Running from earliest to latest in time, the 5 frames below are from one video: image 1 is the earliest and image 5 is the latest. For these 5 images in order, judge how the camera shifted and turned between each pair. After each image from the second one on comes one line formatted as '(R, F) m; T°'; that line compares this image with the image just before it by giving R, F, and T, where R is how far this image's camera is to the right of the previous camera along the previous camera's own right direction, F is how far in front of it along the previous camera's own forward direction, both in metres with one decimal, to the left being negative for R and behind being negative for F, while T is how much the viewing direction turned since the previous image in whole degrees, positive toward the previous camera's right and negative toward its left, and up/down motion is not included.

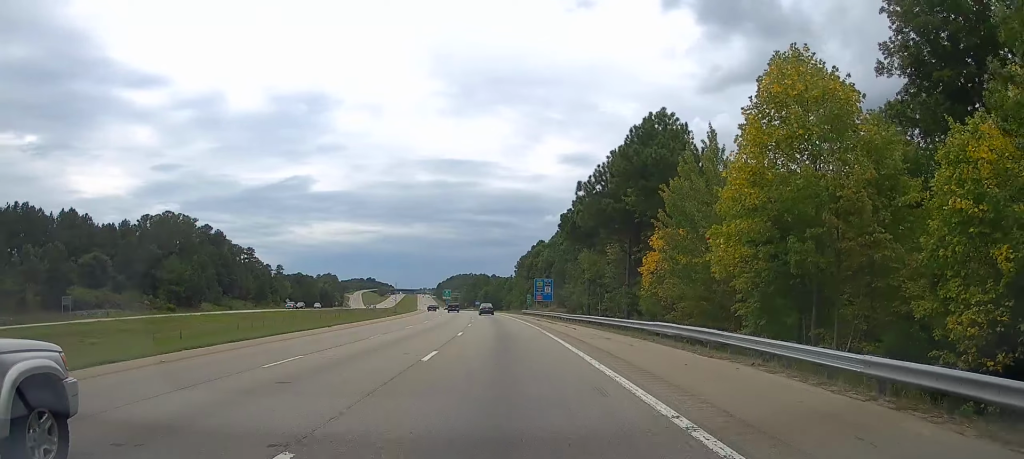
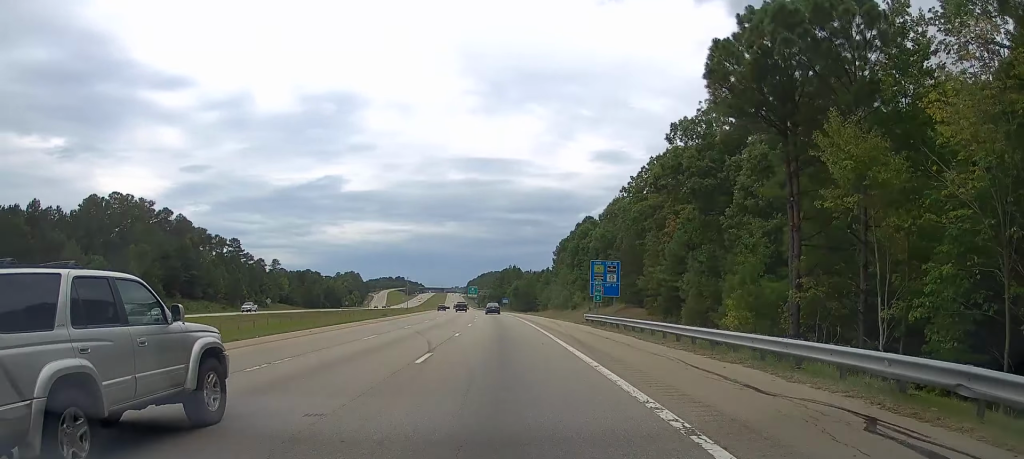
(-1.6, +49.9) m; -3°
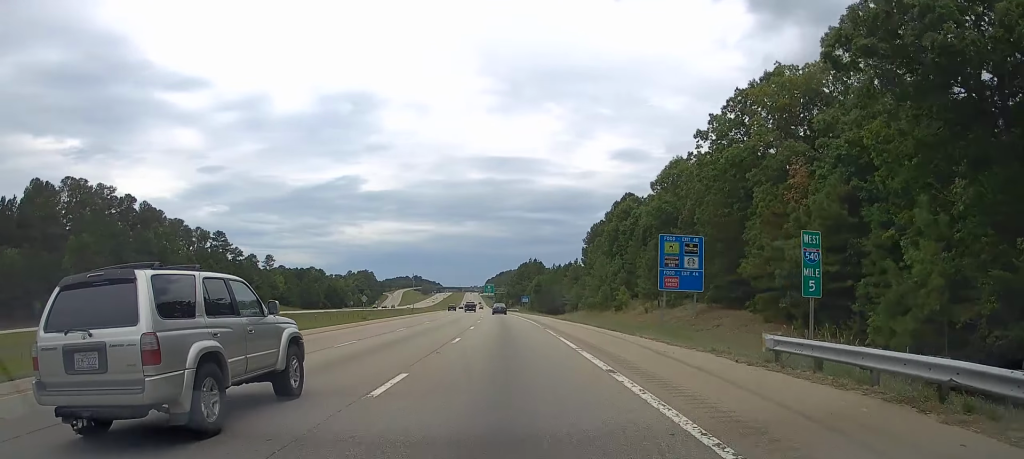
(-0.4, +29.6) m; -2°
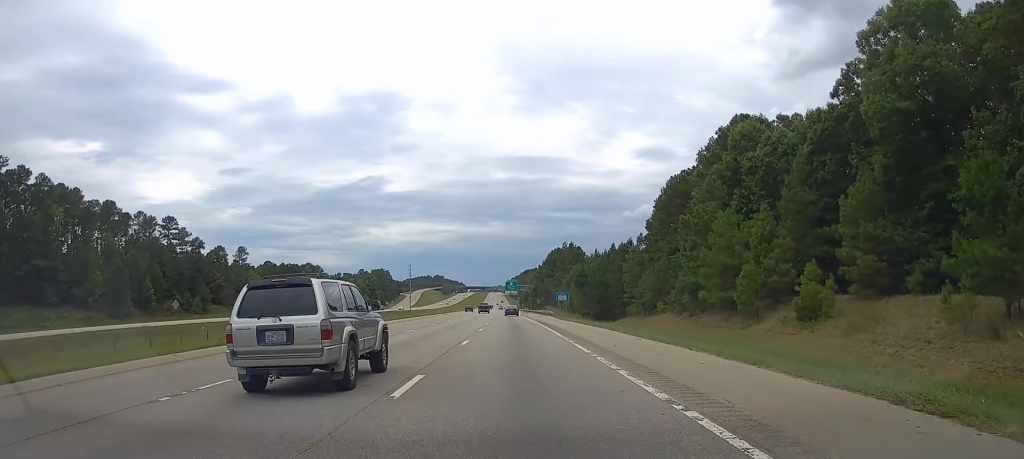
(-1.2, +49.7) m; -3°
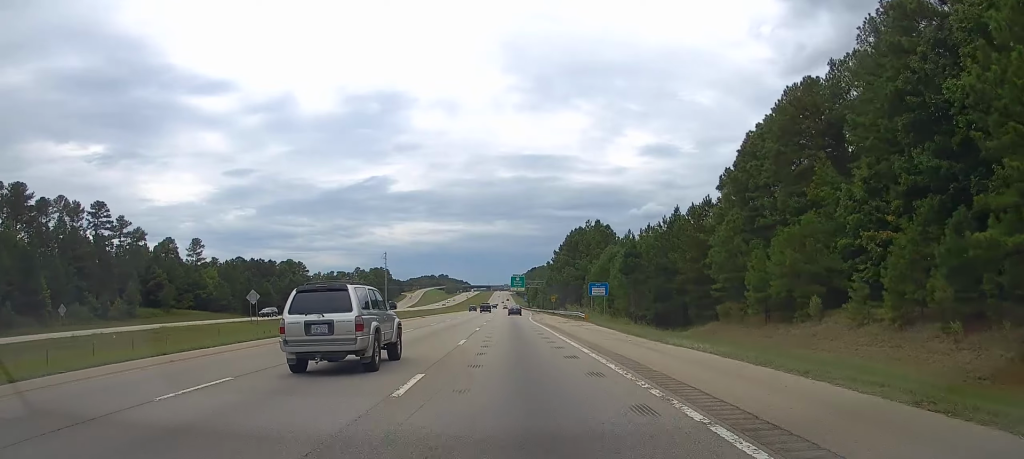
(-0.5, +36.5) m; -1°
